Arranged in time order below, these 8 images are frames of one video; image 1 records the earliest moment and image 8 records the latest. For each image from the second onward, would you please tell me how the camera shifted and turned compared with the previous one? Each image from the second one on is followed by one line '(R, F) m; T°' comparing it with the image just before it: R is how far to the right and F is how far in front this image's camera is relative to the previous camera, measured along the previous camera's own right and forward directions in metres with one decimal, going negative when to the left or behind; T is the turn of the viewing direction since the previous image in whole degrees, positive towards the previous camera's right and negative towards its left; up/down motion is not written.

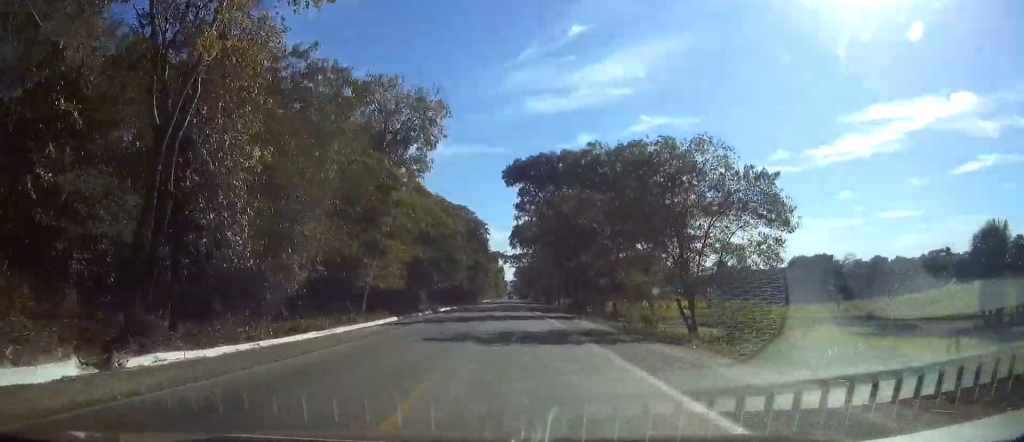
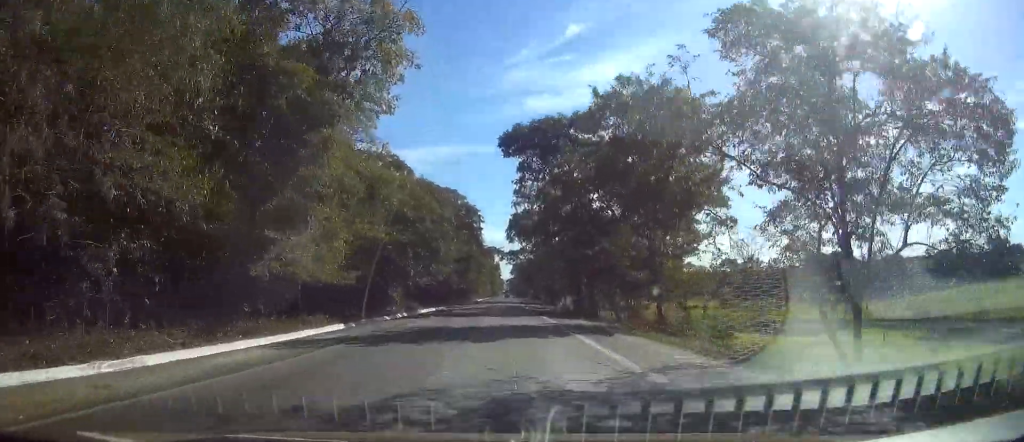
(0.0, +17.2) m; 0°
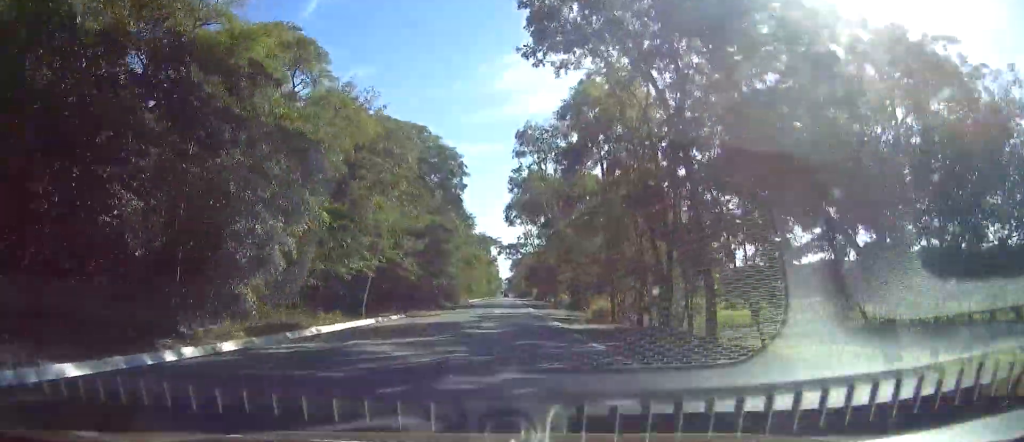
(0.0, +37.9) m; 0°
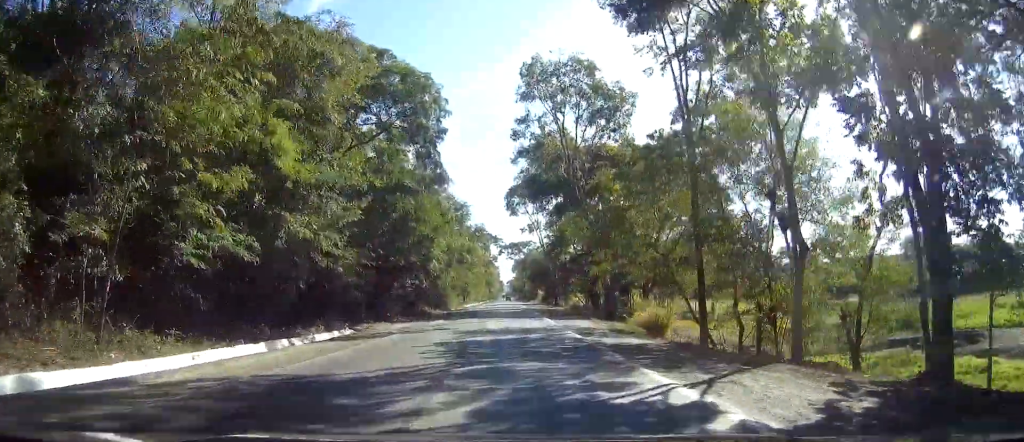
(0.0, +21.6) m; 0°
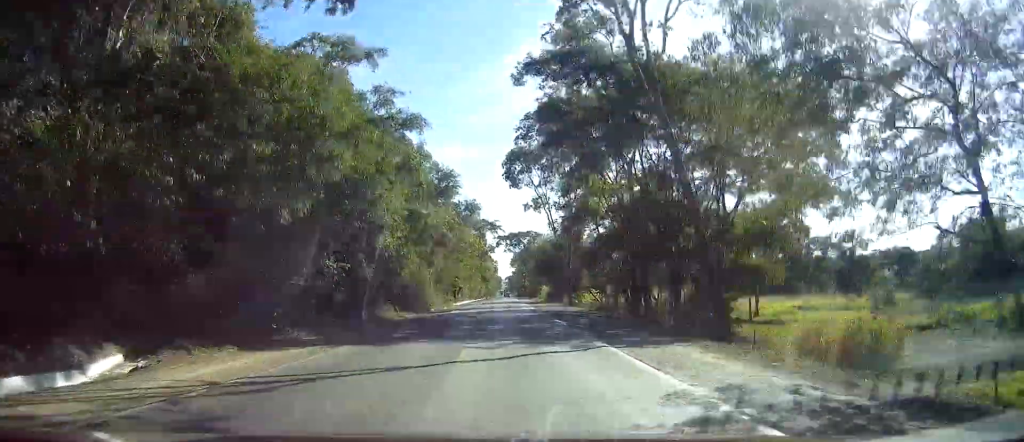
(0.0, +24.7) m; 0°
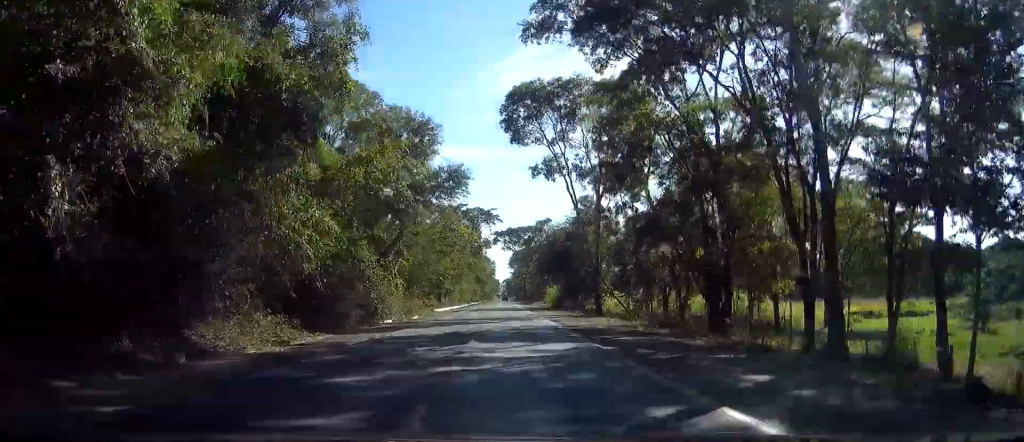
(0.0, +25.7) m; 0°
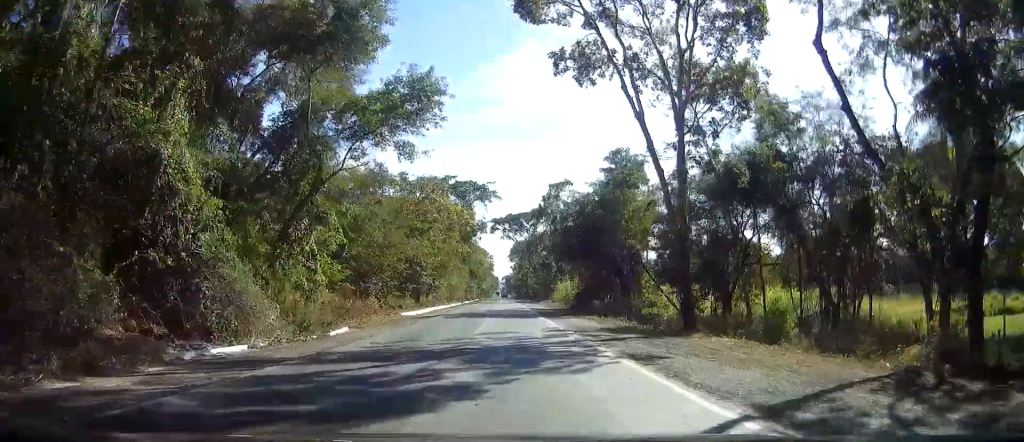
(0.0, +26.7) m; 0°
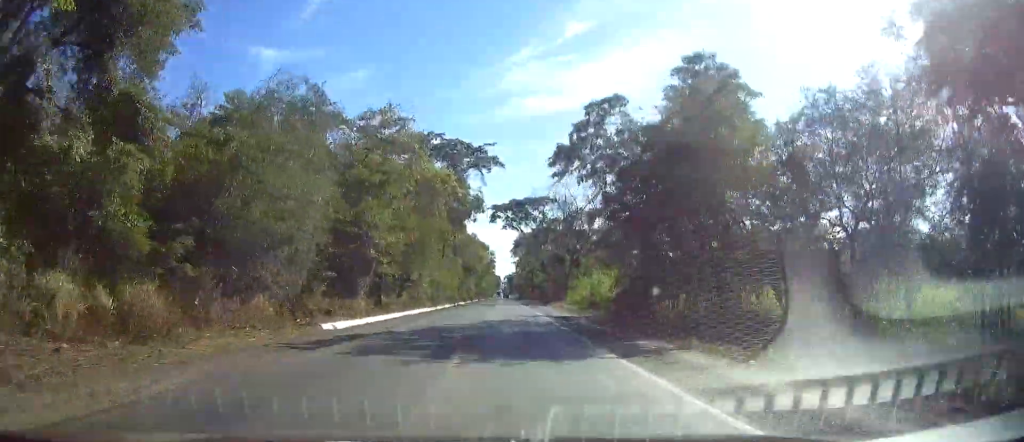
(0.0, +25.9) m; 0°
